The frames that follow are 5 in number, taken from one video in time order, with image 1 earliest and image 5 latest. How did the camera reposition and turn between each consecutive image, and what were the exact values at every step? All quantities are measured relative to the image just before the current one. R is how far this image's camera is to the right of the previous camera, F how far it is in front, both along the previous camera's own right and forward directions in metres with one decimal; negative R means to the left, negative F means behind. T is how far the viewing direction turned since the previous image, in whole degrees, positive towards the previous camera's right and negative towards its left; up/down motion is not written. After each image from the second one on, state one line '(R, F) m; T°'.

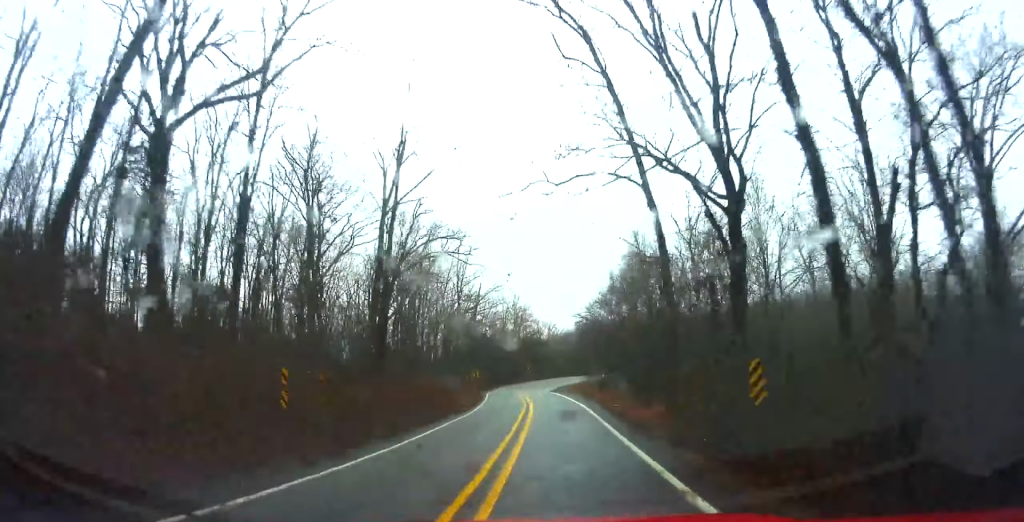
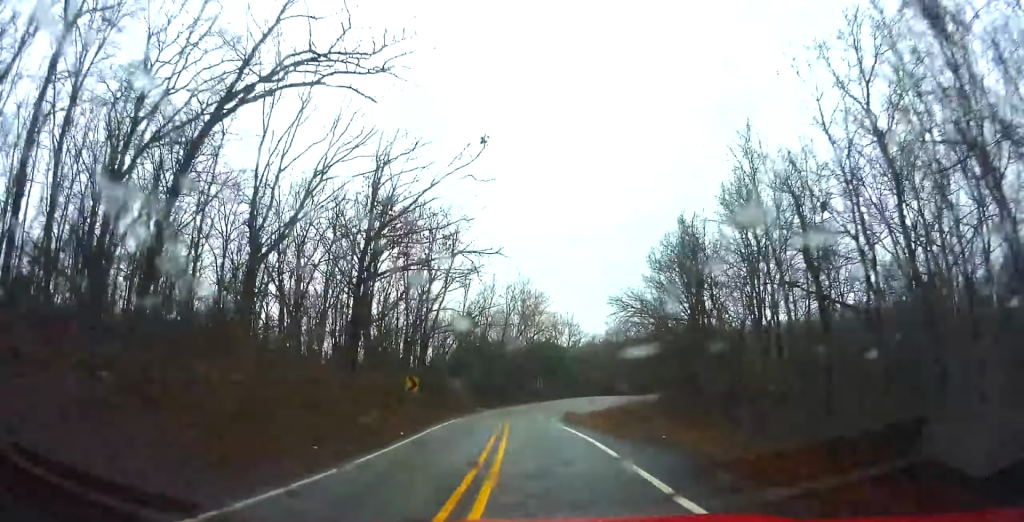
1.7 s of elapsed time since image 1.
(+0.8, +31.0) m; +2°
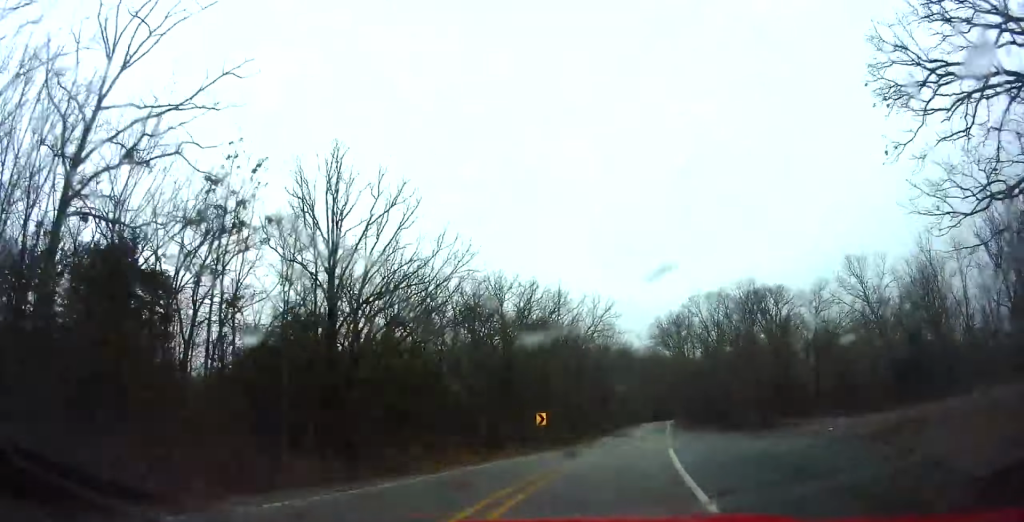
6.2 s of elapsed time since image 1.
(+6.7, +77.0) m; +18°
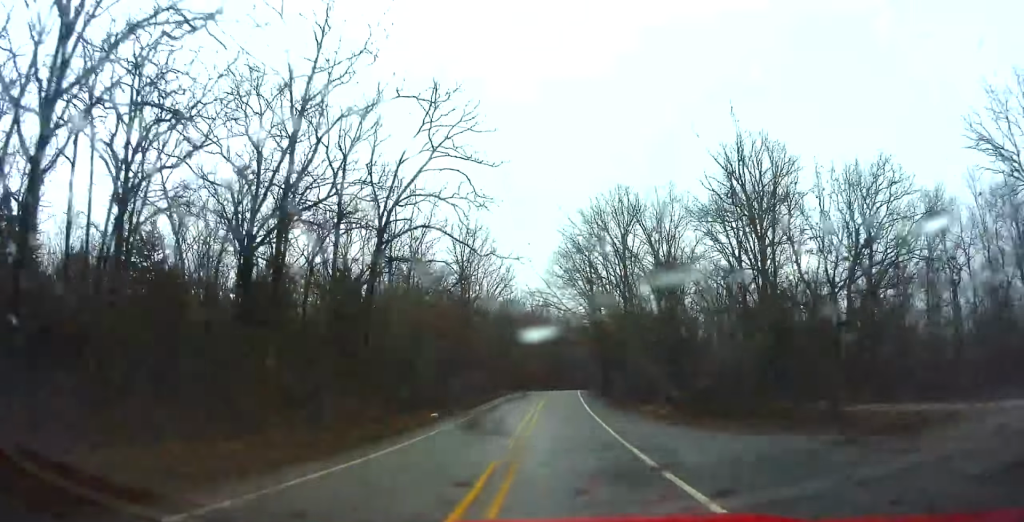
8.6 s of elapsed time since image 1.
(+4.9, +39.8) m; +17°
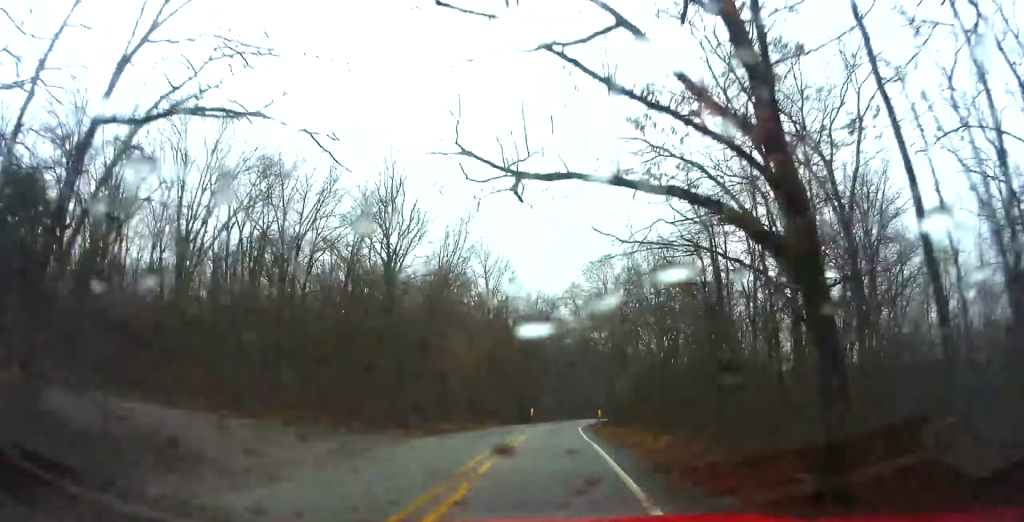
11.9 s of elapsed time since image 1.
(+10.2, +57.0) m; +12°
